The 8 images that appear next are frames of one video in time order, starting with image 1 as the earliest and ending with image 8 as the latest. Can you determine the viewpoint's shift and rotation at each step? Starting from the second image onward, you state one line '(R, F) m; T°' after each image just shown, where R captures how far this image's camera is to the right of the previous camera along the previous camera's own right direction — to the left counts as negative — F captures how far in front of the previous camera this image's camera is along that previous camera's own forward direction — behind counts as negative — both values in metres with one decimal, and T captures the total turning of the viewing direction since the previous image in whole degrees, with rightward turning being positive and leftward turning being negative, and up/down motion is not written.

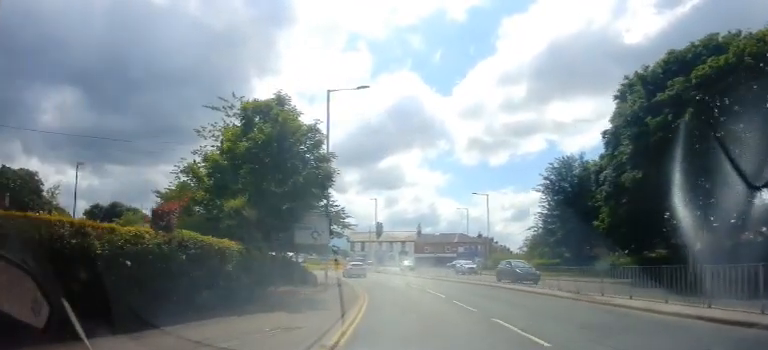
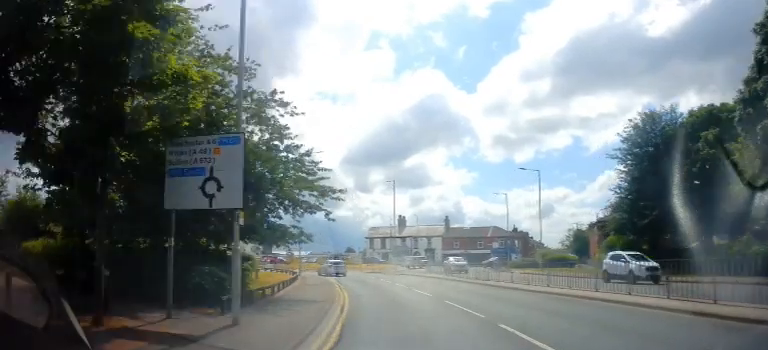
(-0.2, +14.2) m; -1°
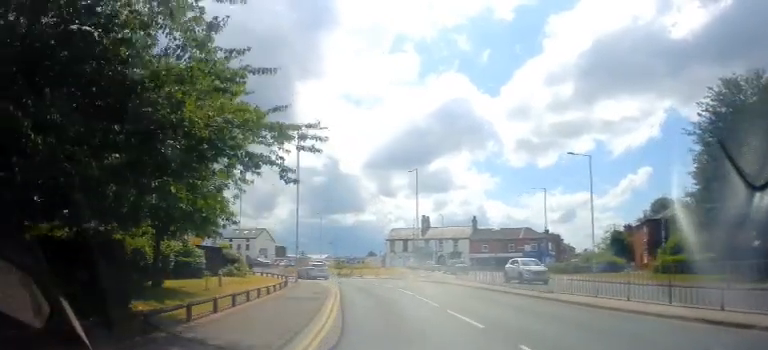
(0.0, +8.3) m; -3°
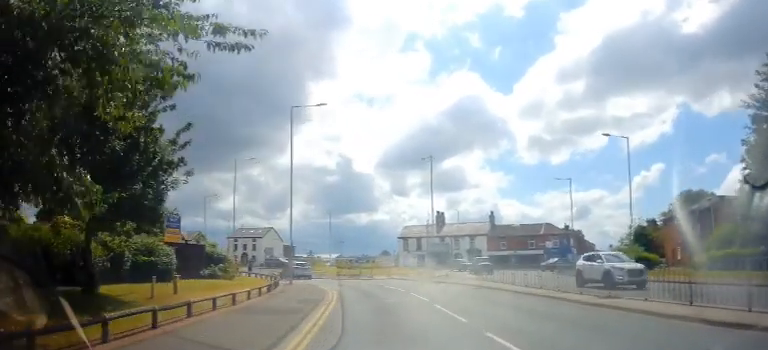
(+0.4, +5.0) m; -3°
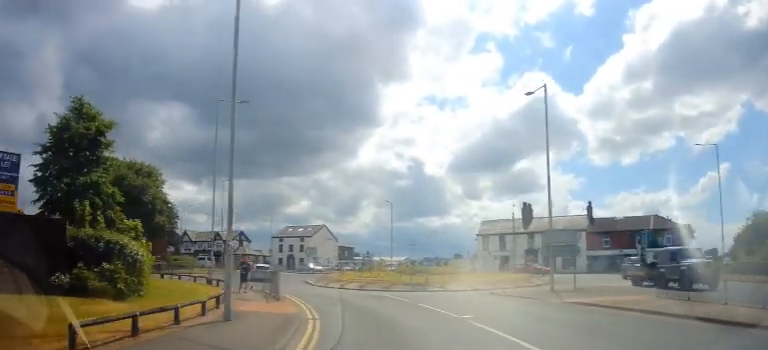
(-2.1, +17.6) m; -8°
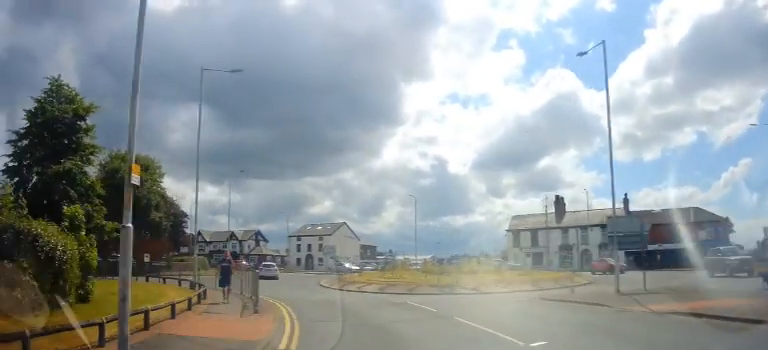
(-0.2, +5.1) m; -4°
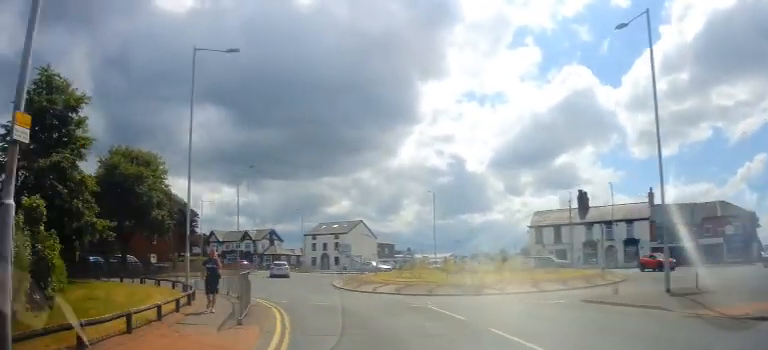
(0.0, +2.6) m; -2°
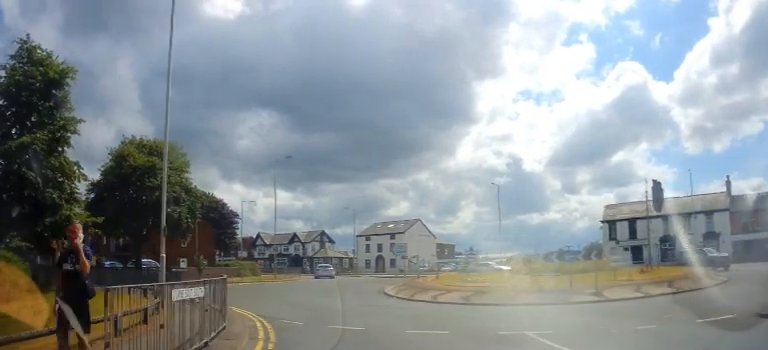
(-0.6, +6.7) m; -7°
